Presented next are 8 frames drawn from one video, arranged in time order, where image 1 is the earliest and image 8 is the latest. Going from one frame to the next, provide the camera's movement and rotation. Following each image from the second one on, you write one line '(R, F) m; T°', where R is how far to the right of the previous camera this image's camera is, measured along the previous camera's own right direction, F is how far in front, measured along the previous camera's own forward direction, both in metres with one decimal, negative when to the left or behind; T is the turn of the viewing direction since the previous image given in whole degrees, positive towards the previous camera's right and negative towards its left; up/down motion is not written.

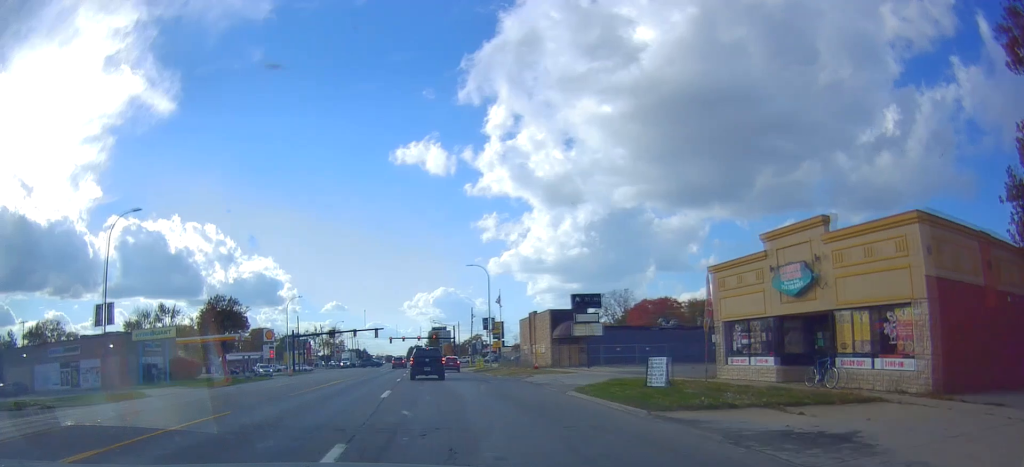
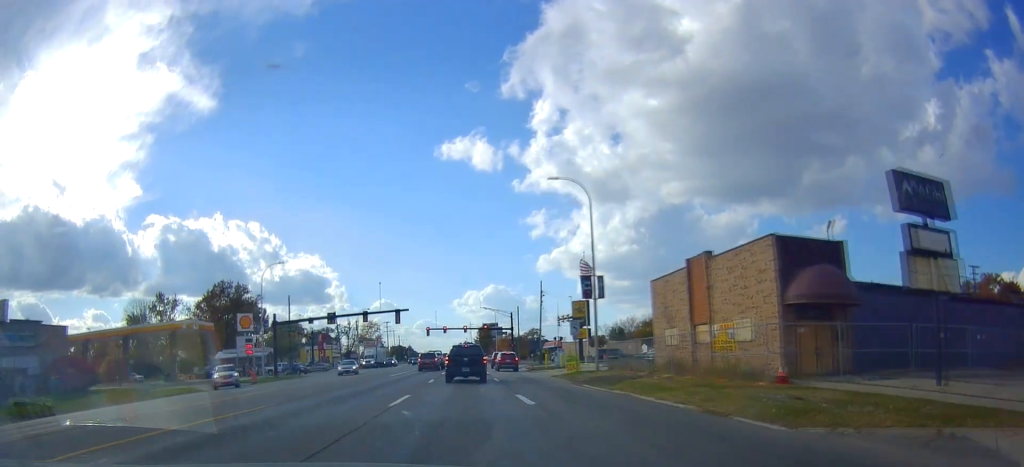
(-1.0, +35.2) m; -4°
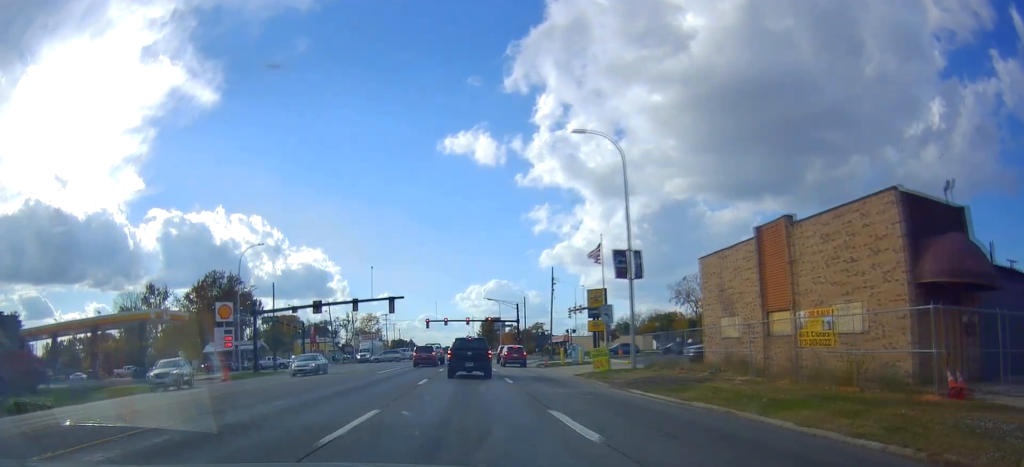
(-0.1, +7.9) m; -2°
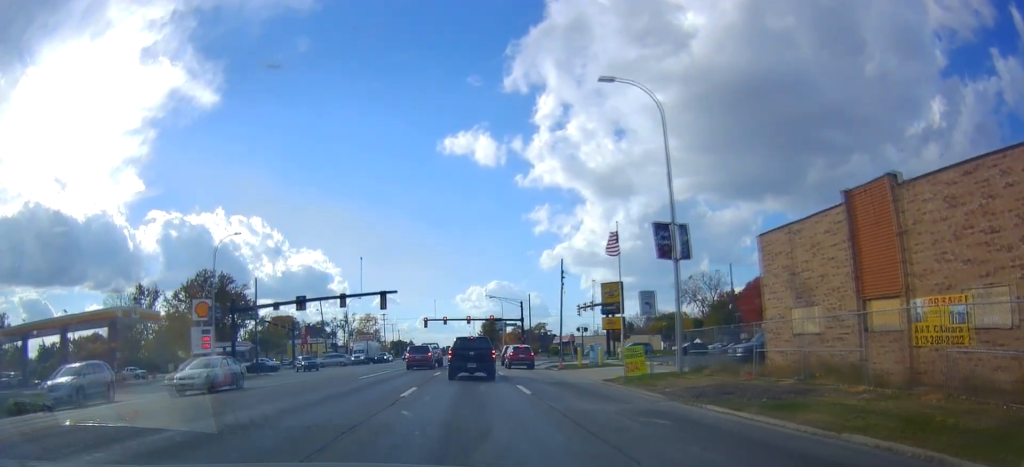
(-0.4, +7.0) m; 0°
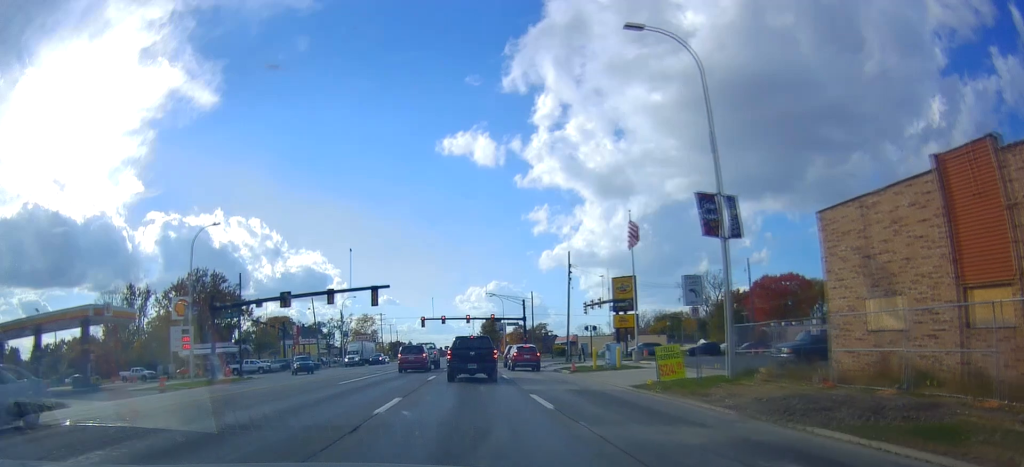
(+0.3, +4.9) m; +2°
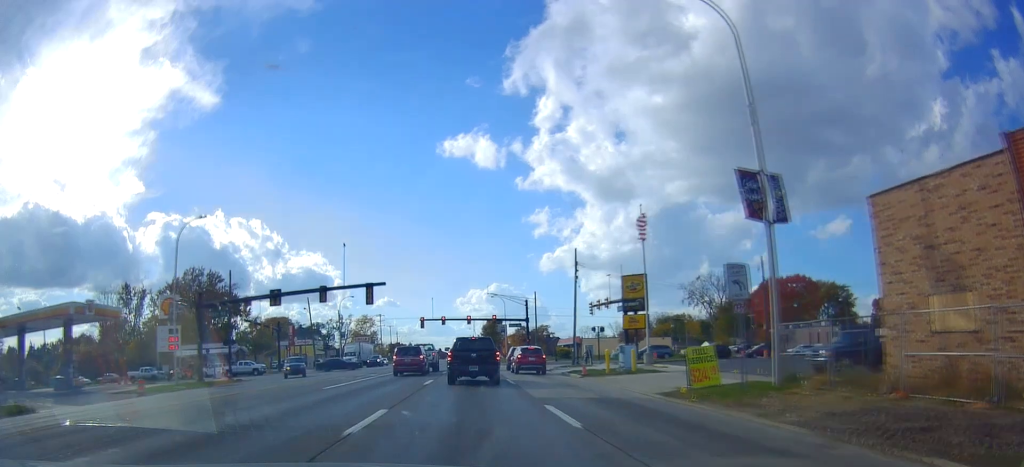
(+0.1, +3.5) m; +2°
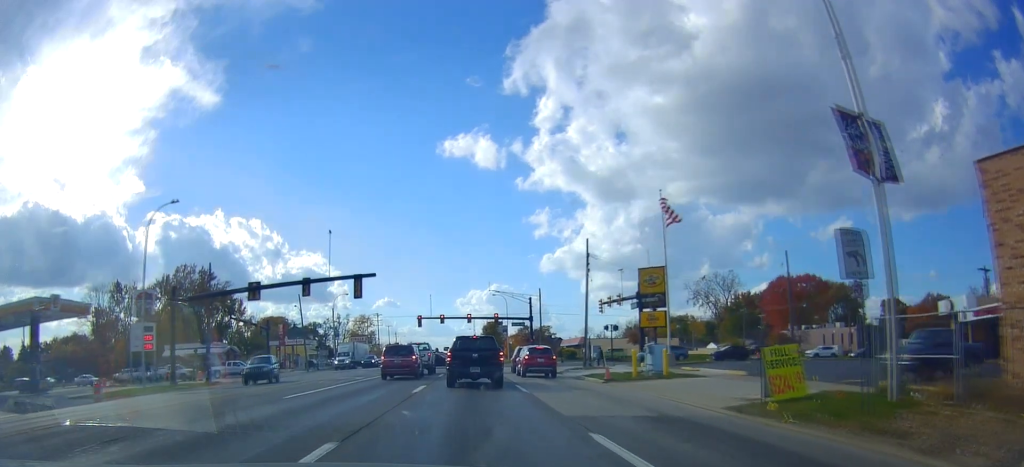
(0.0, +5.6) m; 0°
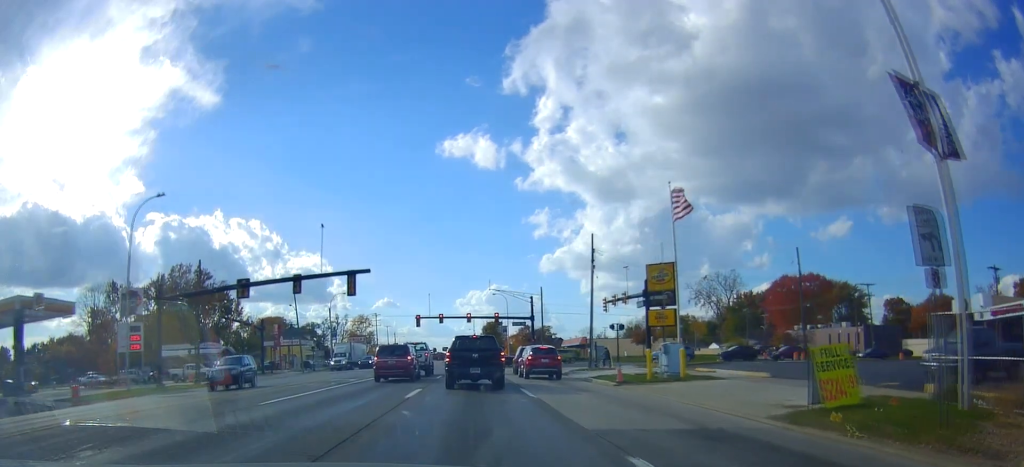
(0.0, +2.4) m; 0°
